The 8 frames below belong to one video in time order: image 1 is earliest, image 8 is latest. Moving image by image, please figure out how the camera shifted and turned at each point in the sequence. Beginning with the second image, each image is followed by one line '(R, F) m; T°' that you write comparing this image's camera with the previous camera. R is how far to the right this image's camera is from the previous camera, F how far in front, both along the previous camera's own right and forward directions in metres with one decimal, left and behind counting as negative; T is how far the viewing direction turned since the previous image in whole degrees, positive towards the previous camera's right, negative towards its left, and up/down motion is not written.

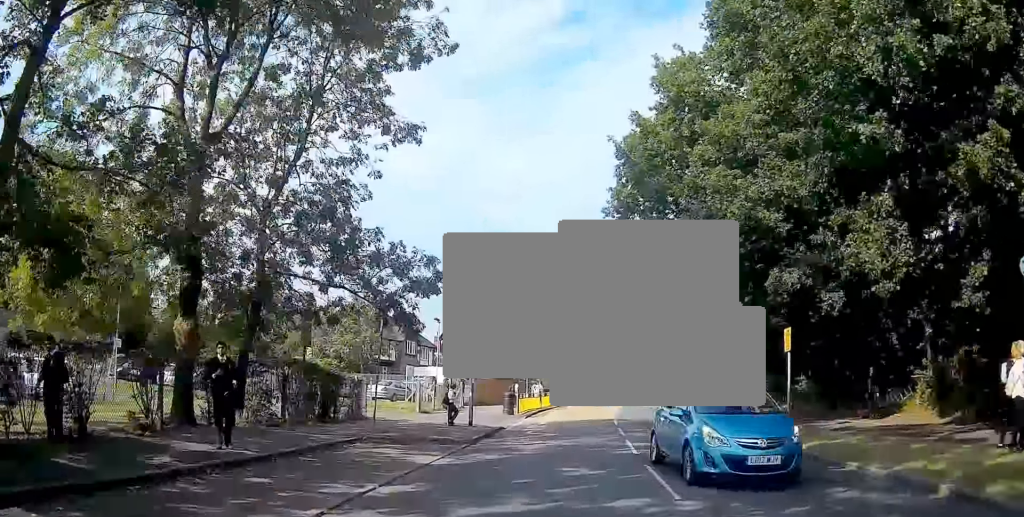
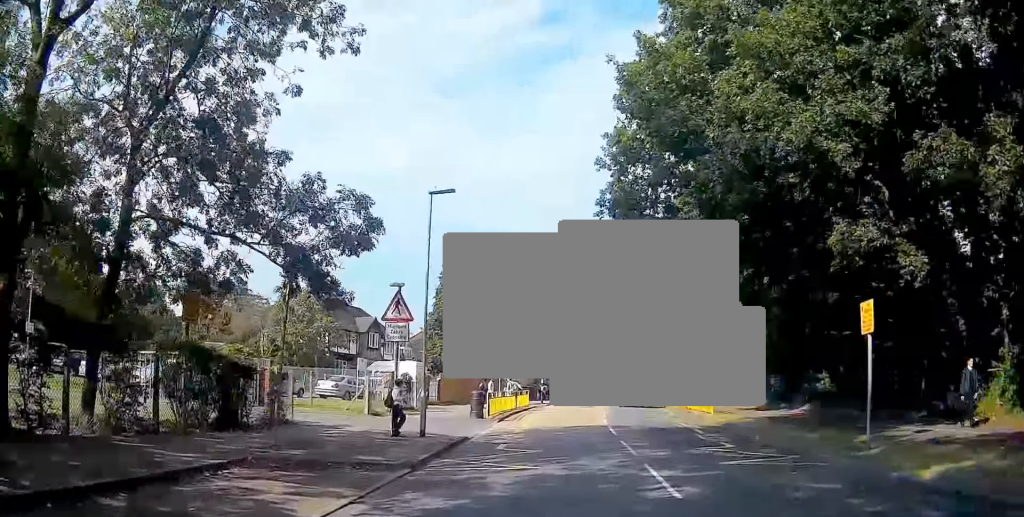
(+0.6, +6.4) m; +7°
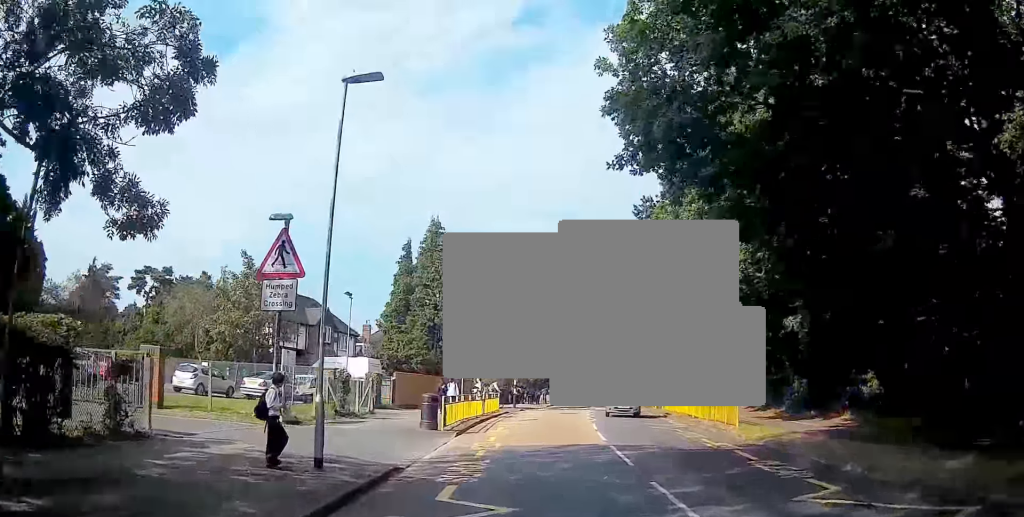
(+0.2, +7.5) m; +2°
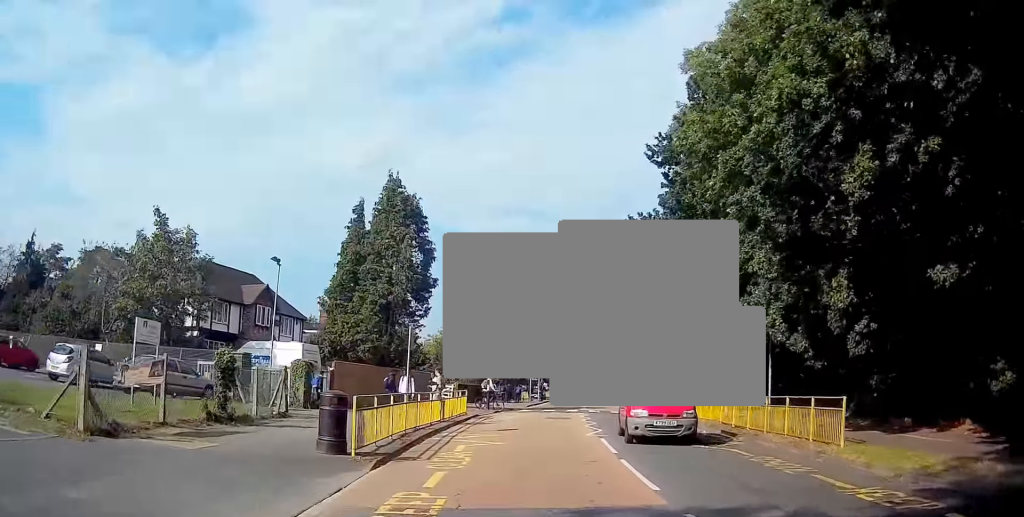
(+0.1, +9.8) m; +1°
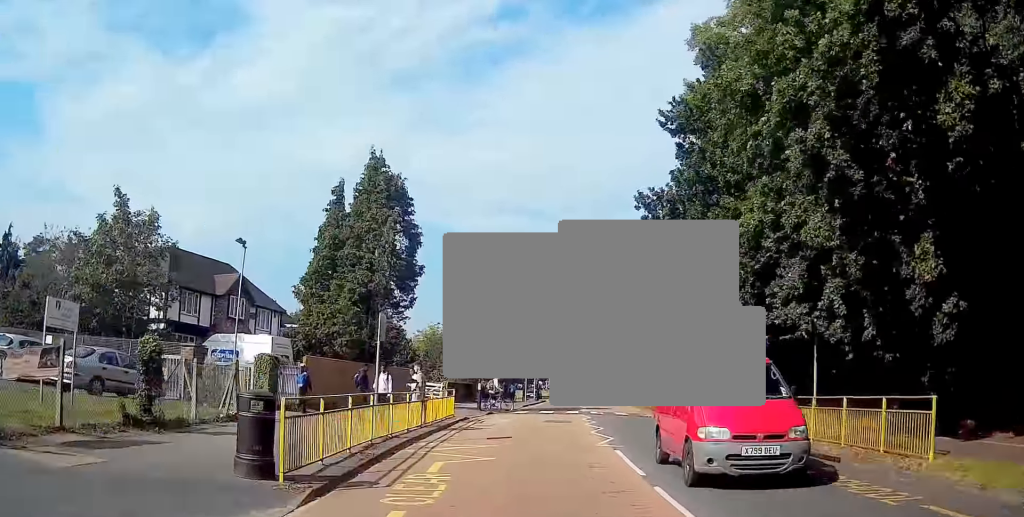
(0.0, +3.8) m; 0°
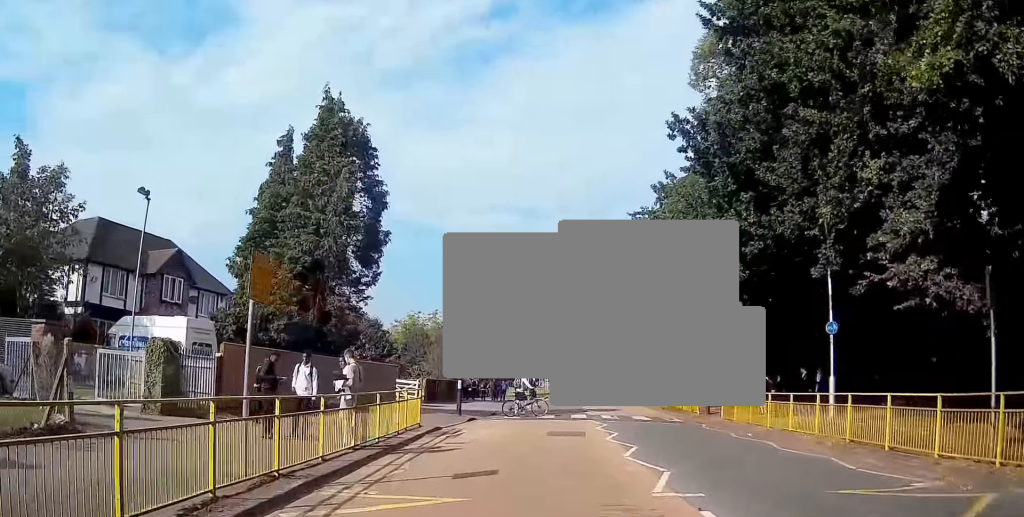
(+0.1, +8.0) m; +3°
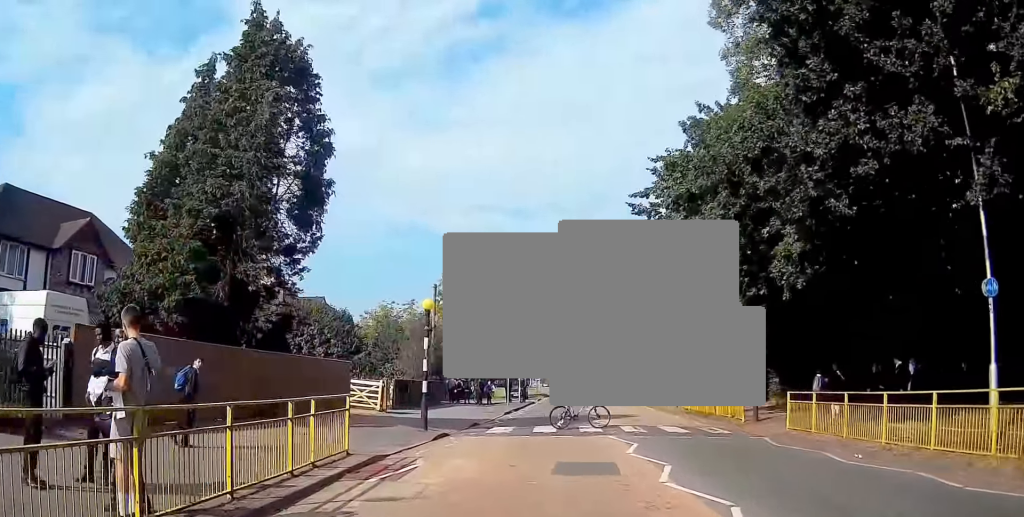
(+0.5, +8.0) m; +7°
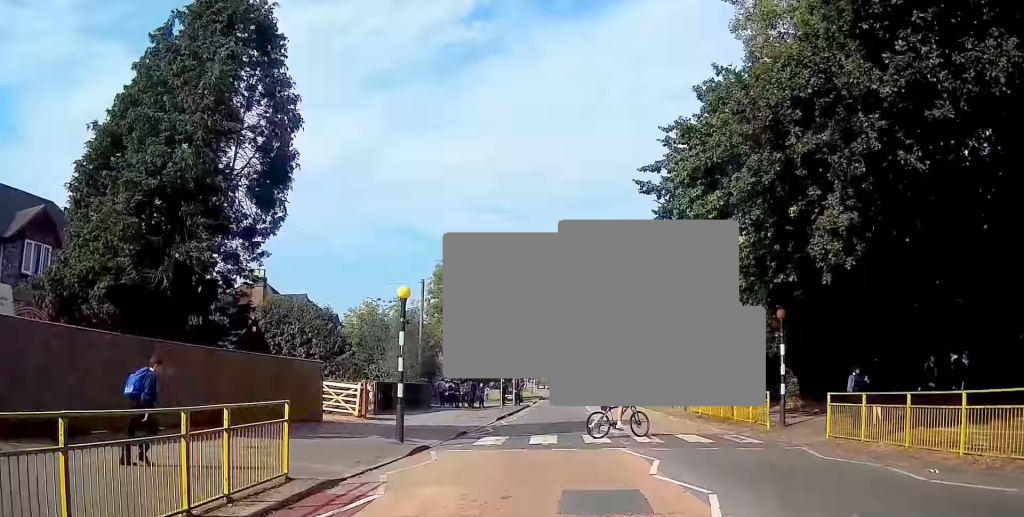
(+0.1, +3.2) m; +3°
